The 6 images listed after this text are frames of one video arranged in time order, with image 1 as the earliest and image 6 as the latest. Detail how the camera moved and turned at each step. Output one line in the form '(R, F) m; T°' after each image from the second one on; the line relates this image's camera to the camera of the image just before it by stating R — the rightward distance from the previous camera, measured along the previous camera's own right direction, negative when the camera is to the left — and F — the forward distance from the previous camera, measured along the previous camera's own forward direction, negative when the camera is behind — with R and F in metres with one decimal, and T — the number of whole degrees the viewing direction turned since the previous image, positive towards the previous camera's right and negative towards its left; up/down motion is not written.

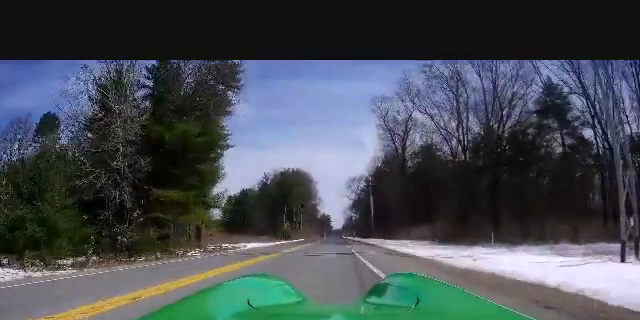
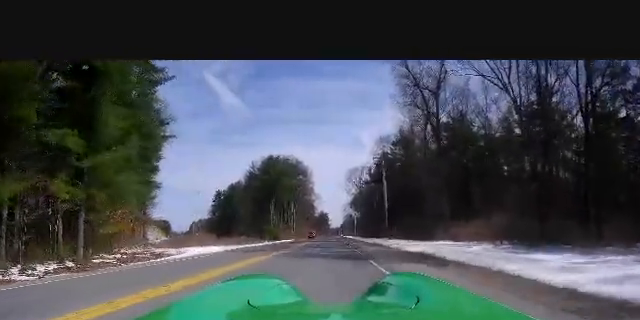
(-0.3, +18.1) m; -2°
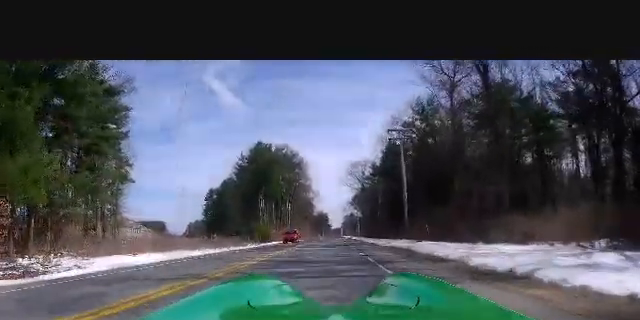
(+0.1, +12.7) m; +2°
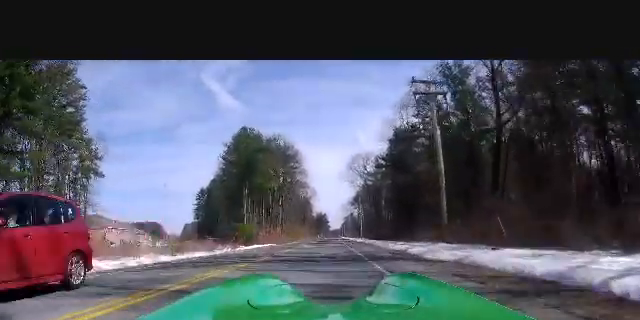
(+0.1, +12.9) m; +1°
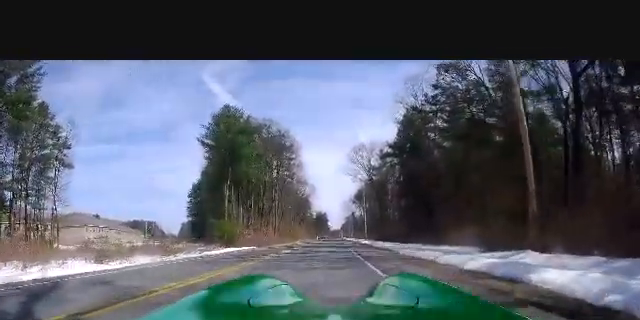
(0.0, +11.3) m; 0°
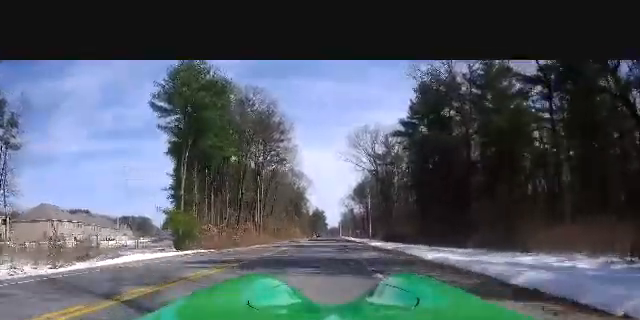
(0.0, +14.9) m; 0°
